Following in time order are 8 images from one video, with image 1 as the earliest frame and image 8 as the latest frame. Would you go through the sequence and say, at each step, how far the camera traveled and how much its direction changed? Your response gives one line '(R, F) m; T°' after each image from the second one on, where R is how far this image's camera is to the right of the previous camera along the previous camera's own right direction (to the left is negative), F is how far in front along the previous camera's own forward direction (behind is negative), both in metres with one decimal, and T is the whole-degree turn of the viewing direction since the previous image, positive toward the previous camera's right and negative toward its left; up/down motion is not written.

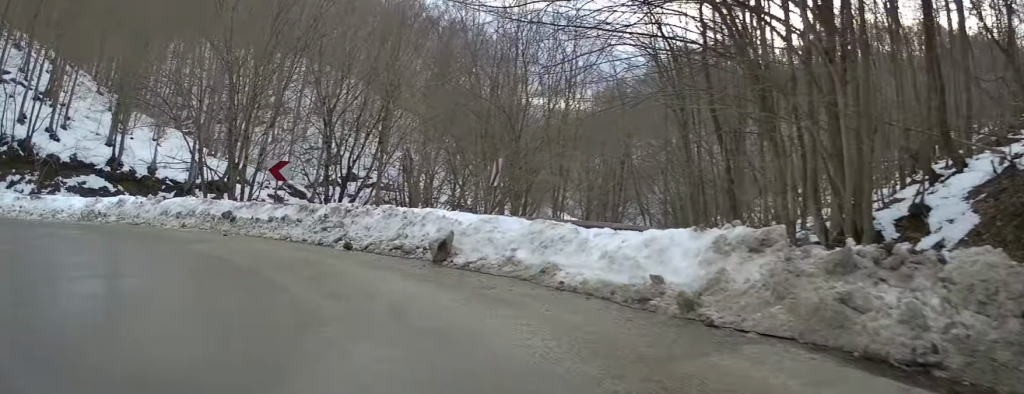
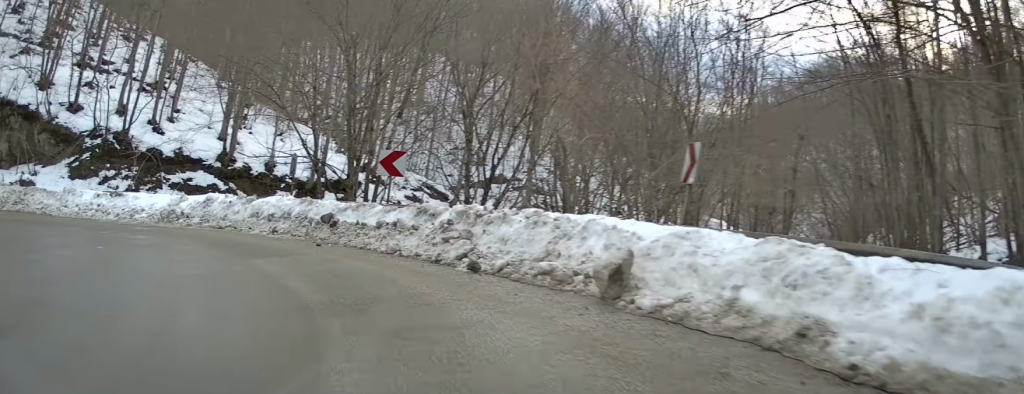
(-0.6, +4.1) m; -17°
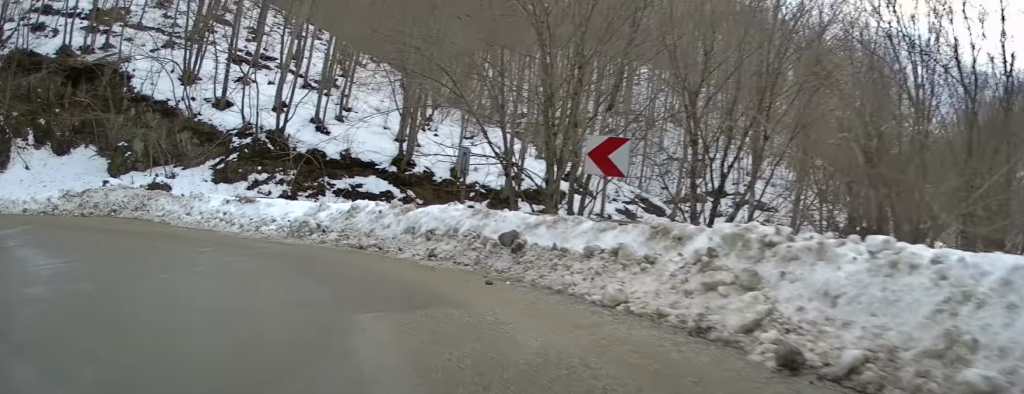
(-0.7, +5.0) m; -15°
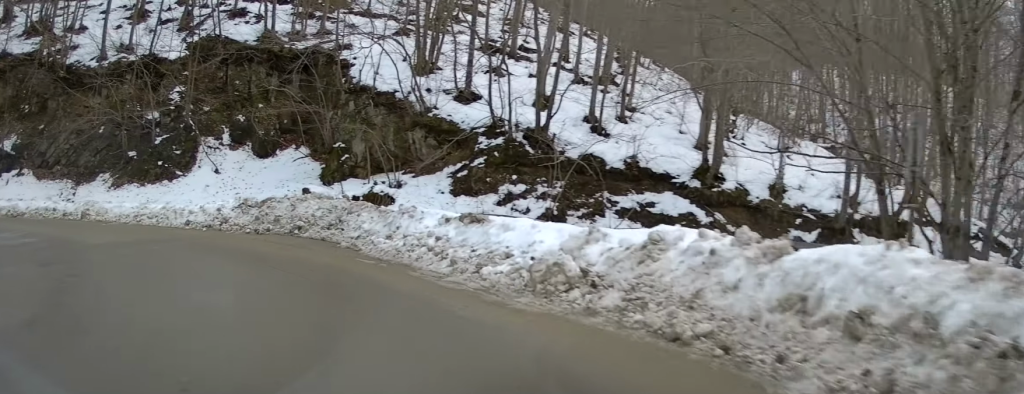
(-1.1, +7.4) m; -21°
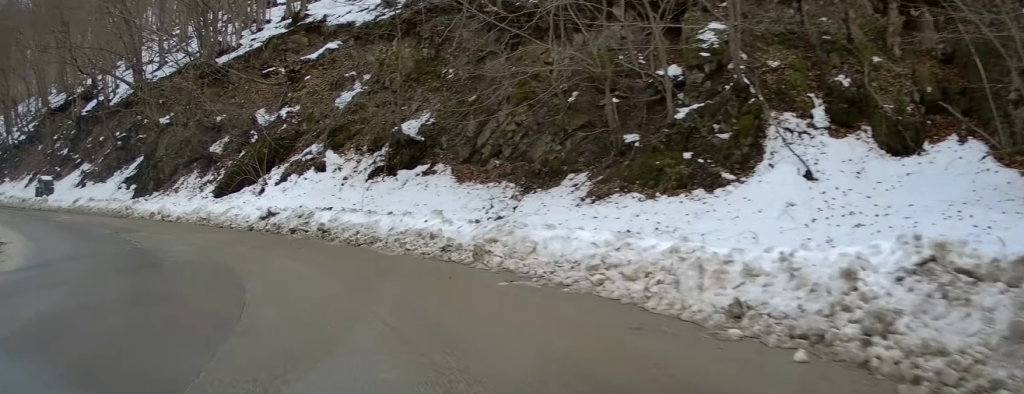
(-4.7, +14.2) m; -43°
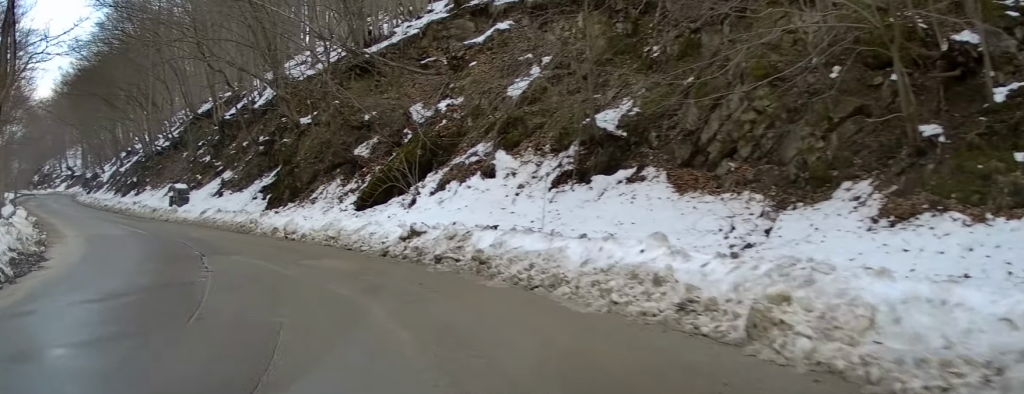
(-1.3, +4.7) m; -17°
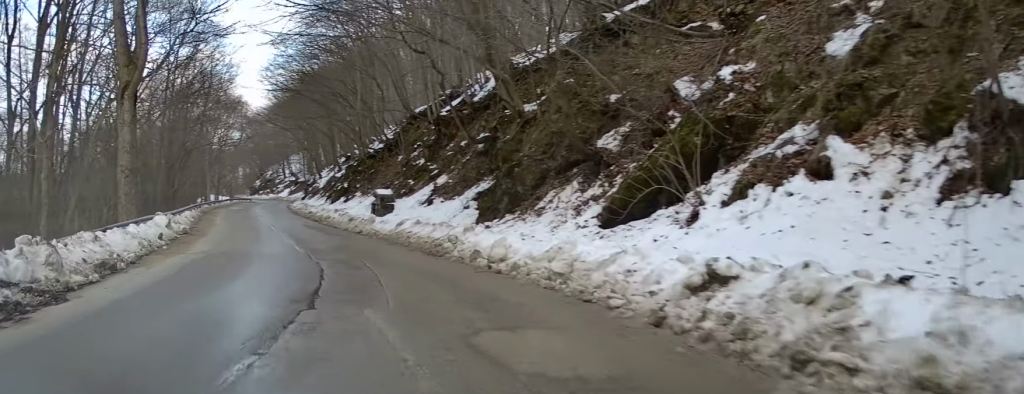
(-1.0, +6.0) m; -16°
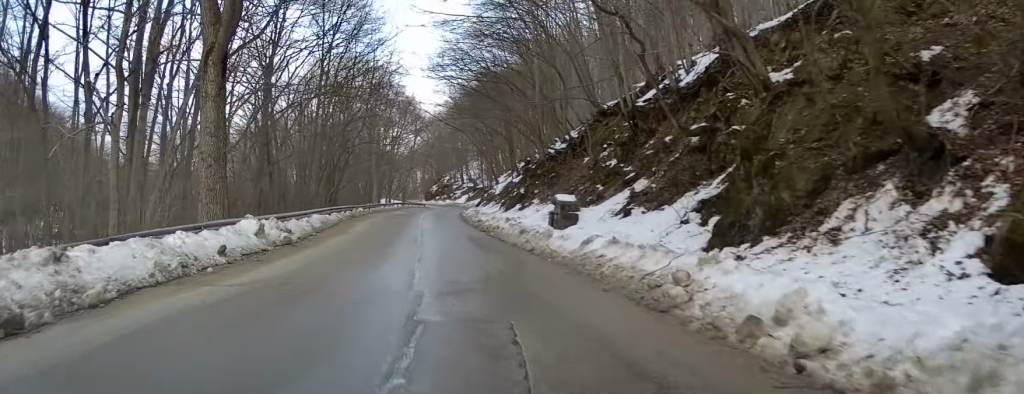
(-0.8, +6.3) m; -12°
